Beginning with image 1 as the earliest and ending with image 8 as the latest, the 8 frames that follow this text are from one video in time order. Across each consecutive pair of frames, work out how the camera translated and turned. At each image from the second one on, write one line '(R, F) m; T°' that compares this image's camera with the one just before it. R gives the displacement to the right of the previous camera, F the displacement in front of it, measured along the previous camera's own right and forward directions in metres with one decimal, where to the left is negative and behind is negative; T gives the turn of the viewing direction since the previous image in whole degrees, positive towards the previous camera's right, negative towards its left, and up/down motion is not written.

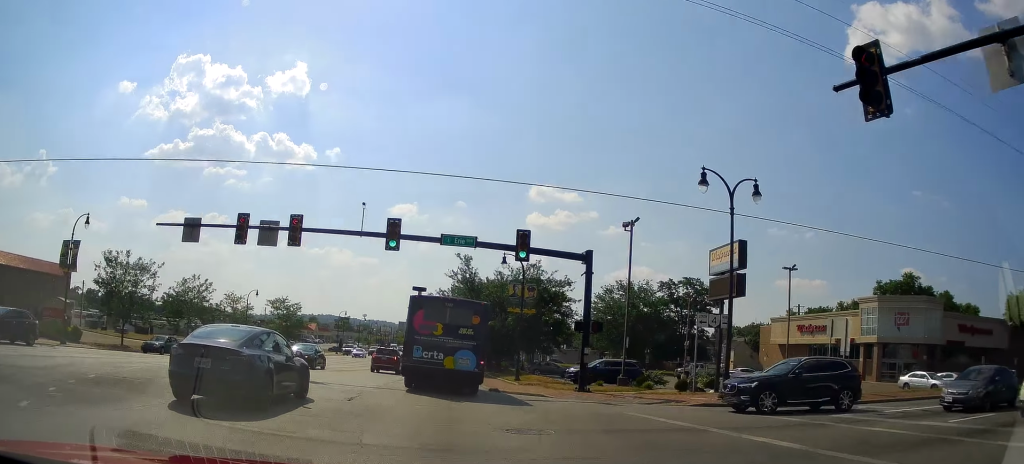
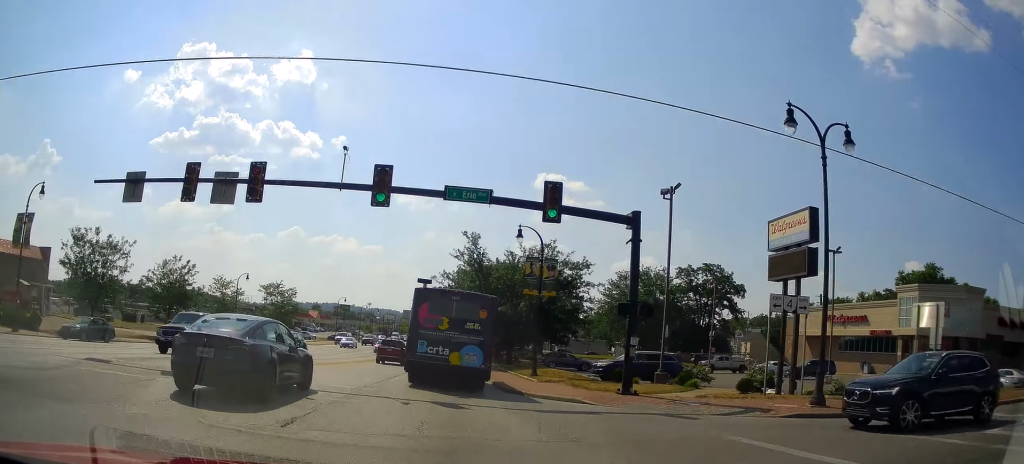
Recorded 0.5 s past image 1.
(0.0, +5.7) m; 0°
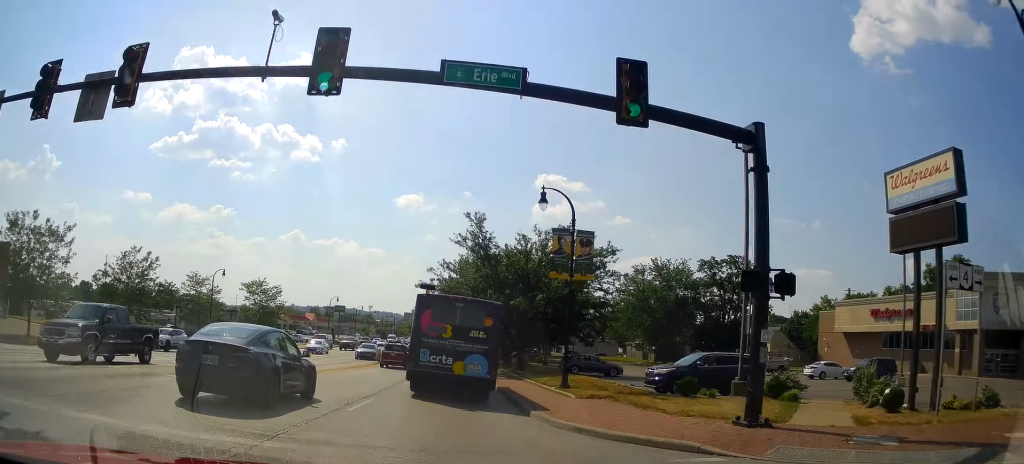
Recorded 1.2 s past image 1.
(-0.1, +8.3) m; 0°
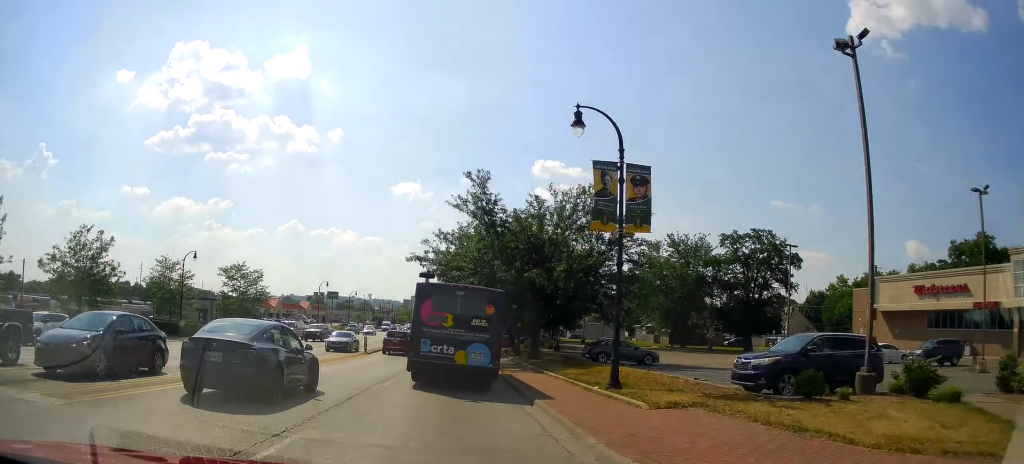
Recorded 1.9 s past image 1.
(+0.1, +7.5) m; 0°
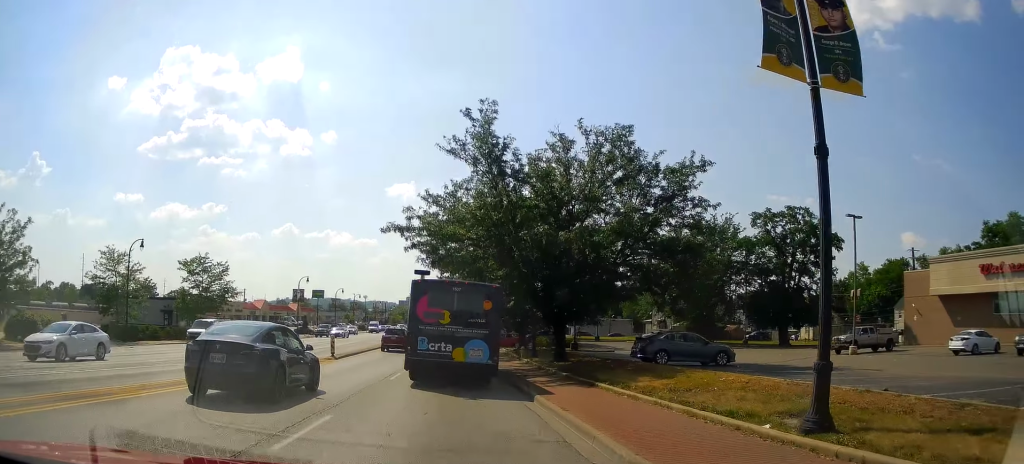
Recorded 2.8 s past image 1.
(0.0, +10.2) m; 0°
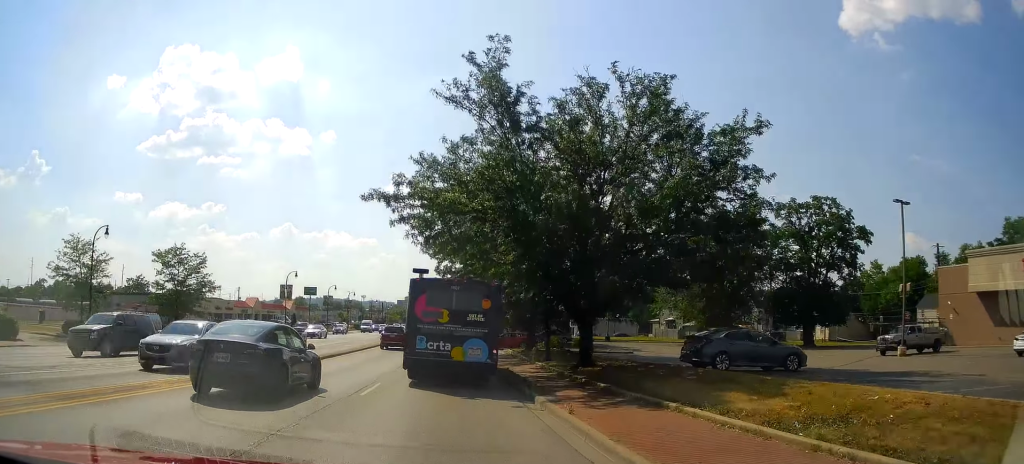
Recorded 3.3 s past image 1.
(-0.2, +5.7) m; 0°
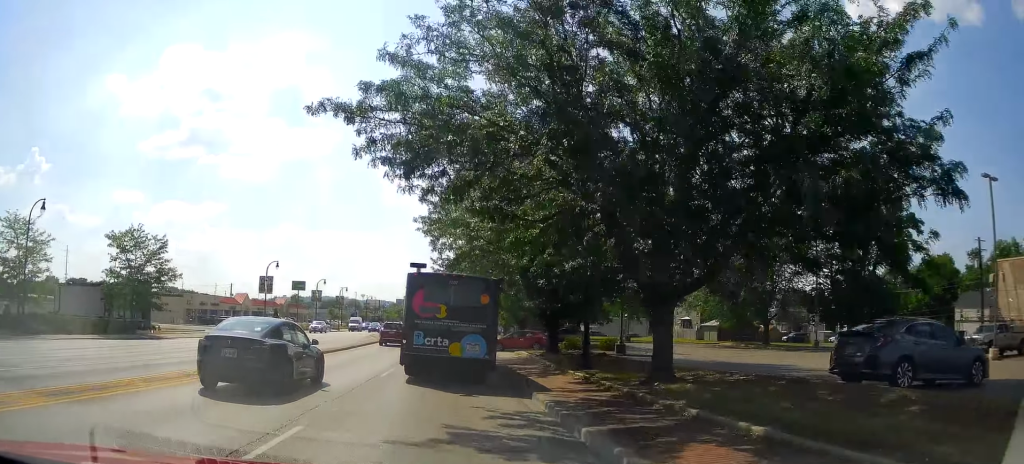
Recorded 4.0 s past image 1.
(+0.2, +8.4) m; +4°
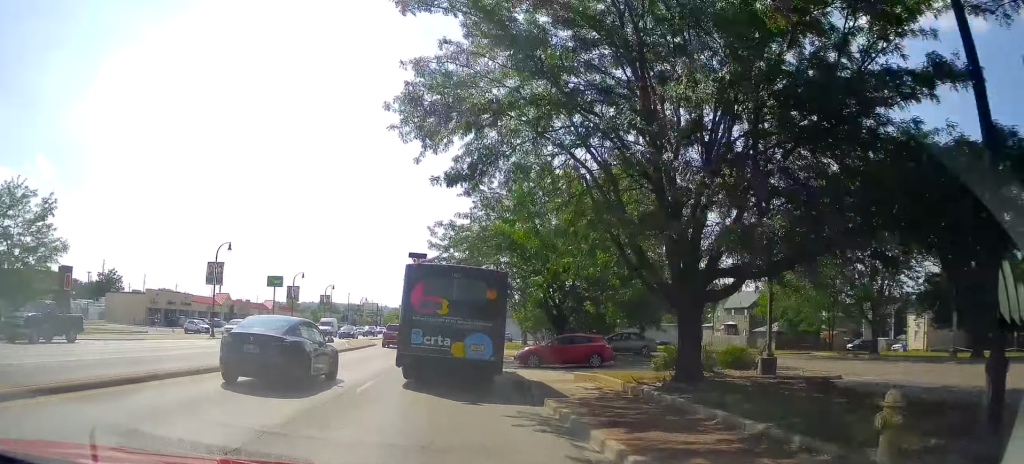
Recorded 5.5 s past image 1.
(+1.2, +16.1) m; +3°
